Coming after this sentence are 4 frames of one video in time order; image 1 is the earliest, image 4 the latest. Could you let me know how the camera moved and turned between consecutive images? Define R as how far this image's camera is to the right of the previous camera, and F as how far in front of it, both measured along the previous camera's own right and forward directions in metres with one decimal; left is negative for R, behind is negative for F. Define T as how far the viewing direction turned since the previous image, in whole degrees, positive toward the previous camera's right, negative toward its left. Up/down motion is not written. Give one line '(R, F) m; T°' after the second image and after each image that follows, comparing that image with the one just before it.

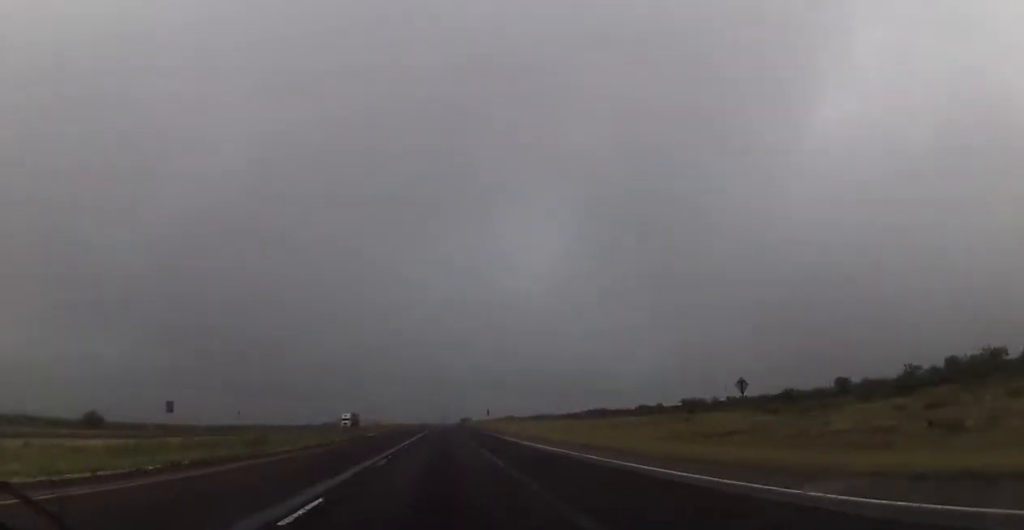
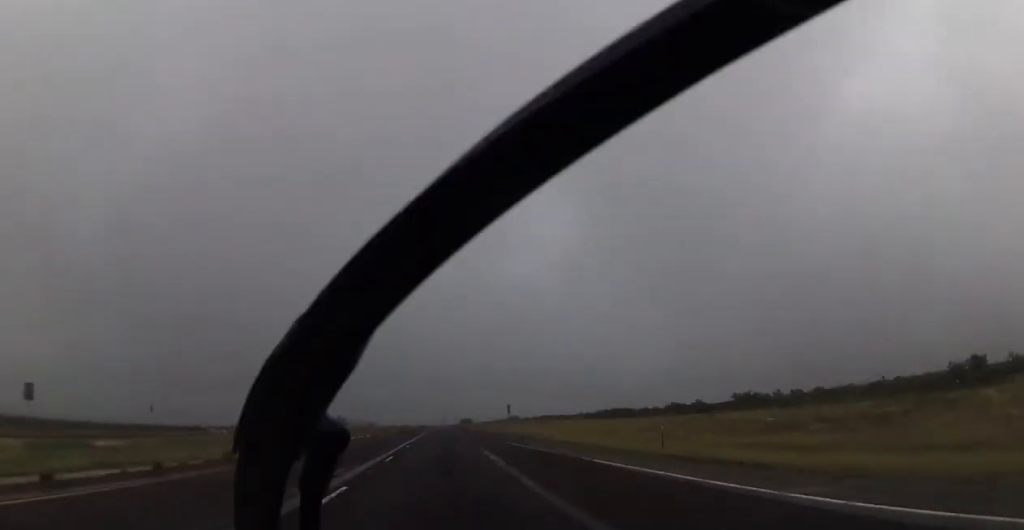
(0.0, +34.8) m; 0°
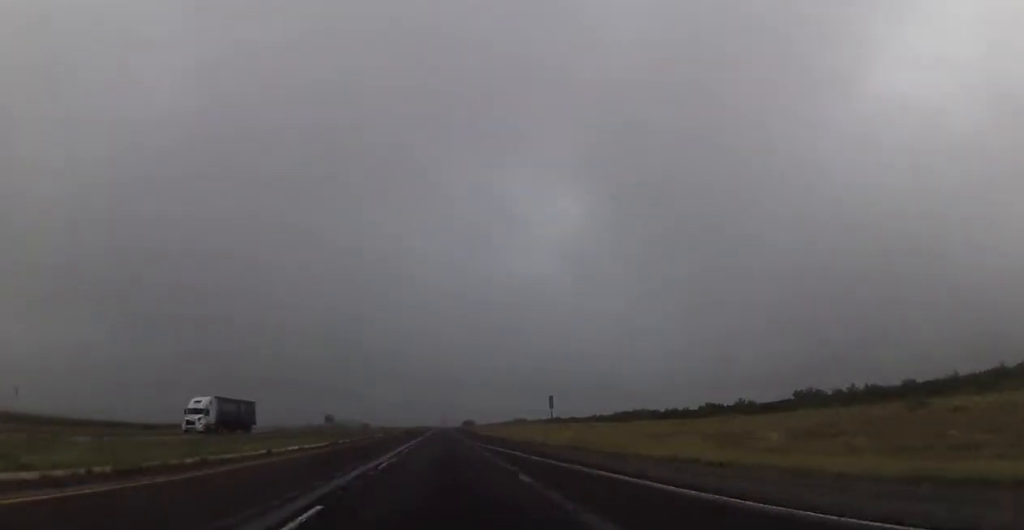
(-0.3, +27.8) m; 0°
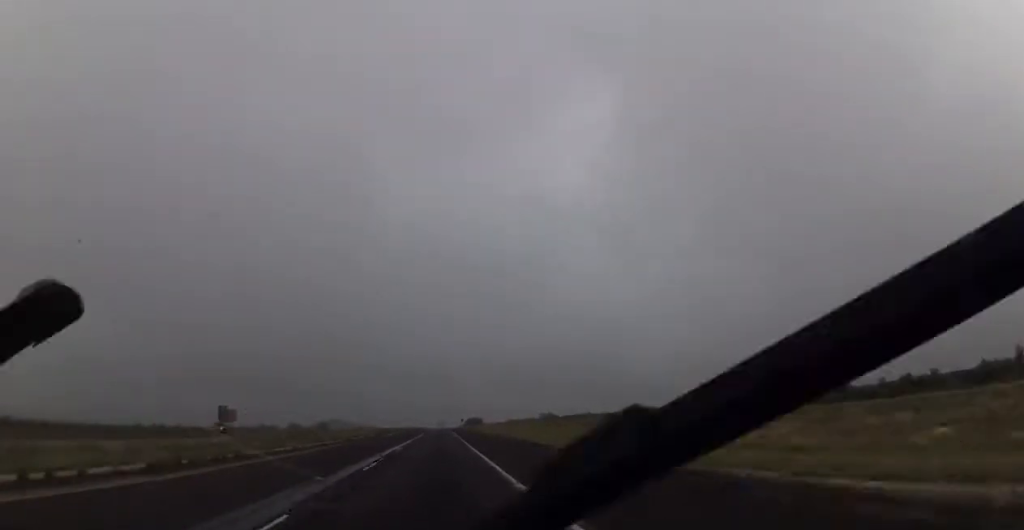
(+0.9, +112.2) m; 0°
